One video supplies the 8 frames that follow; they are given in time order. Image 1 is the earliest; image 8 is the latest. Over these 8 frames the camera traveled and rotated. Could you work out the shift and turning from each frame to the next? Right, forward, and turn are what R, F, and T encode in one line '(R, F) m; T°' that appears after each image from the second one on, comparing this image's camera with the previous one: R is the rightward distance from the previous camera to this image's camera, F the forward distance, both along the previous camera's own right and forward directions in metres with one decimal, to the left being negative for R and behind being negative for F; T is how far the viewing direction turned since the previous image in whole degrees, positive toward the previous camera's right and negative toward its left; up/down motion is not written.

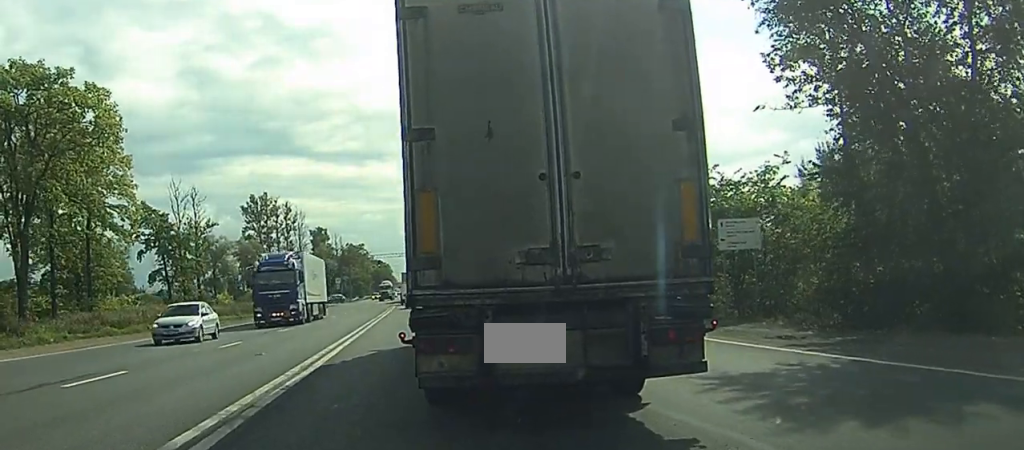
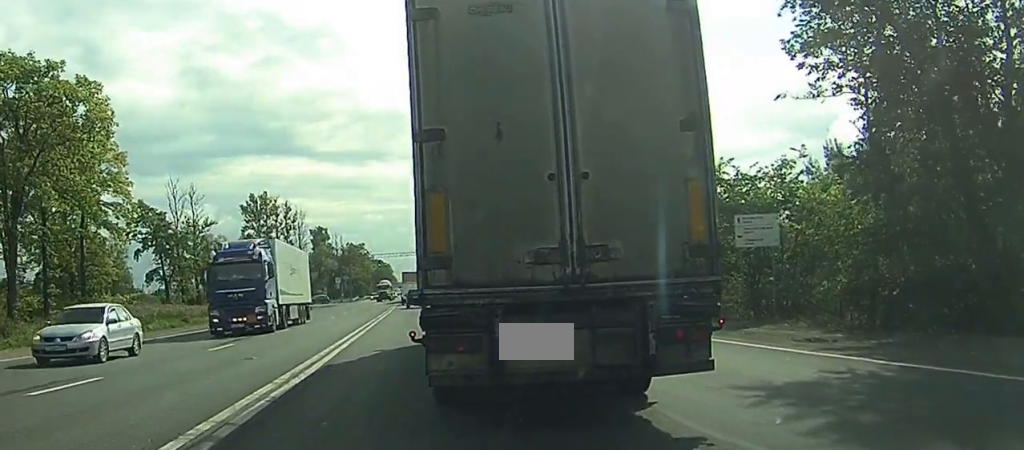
(0.0, +1.9) m; 0°
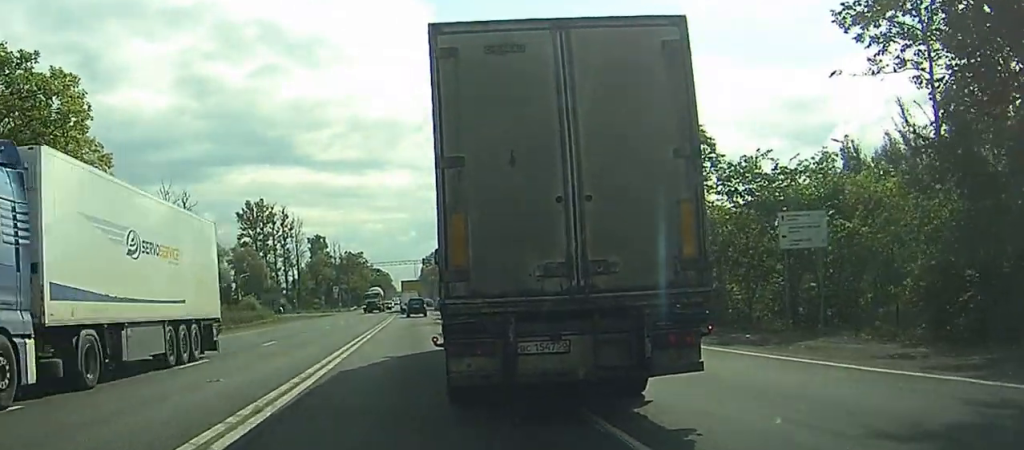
(0.0, +4.1) m; 0°
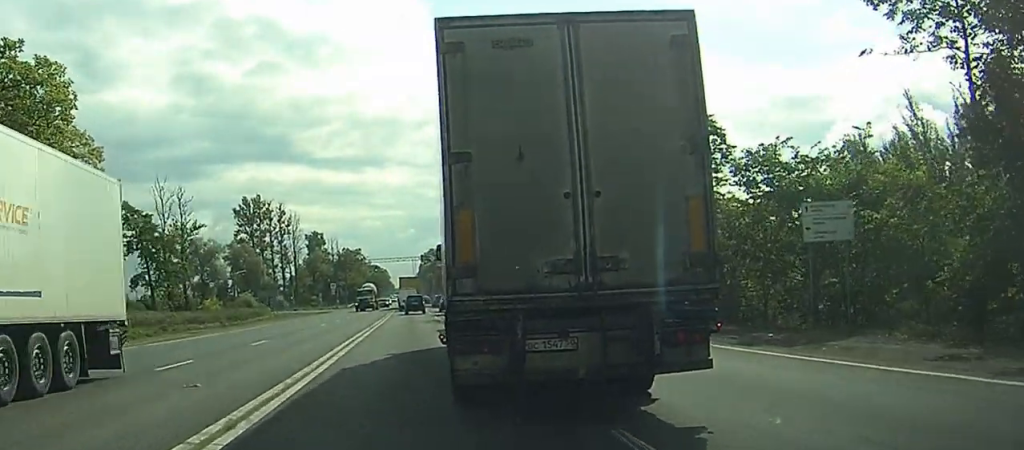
(0.0, +1.4) m; 0°
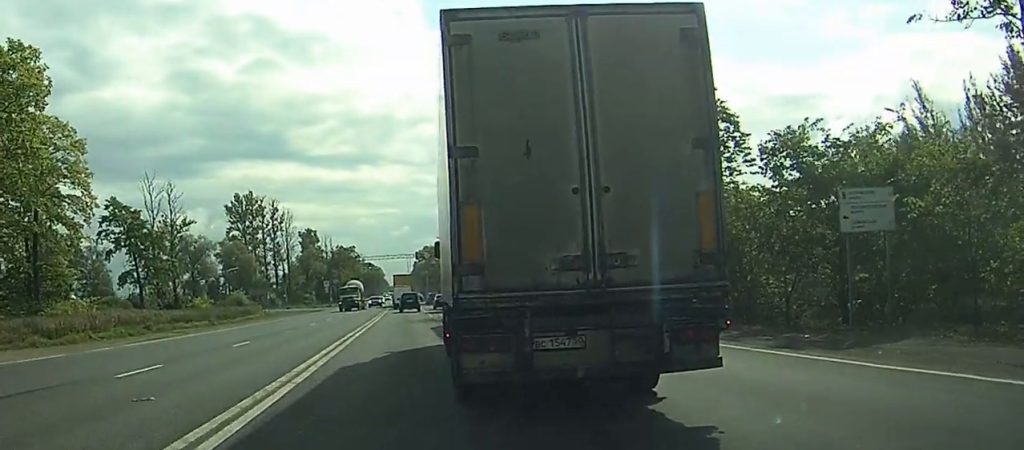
(0.0, +2.0) m; 0°
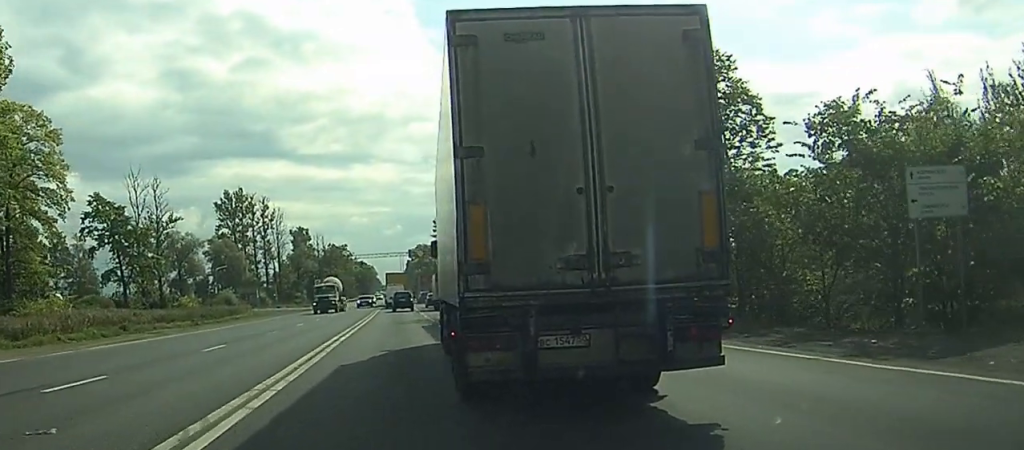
(0.0, +2.8) m; 0°
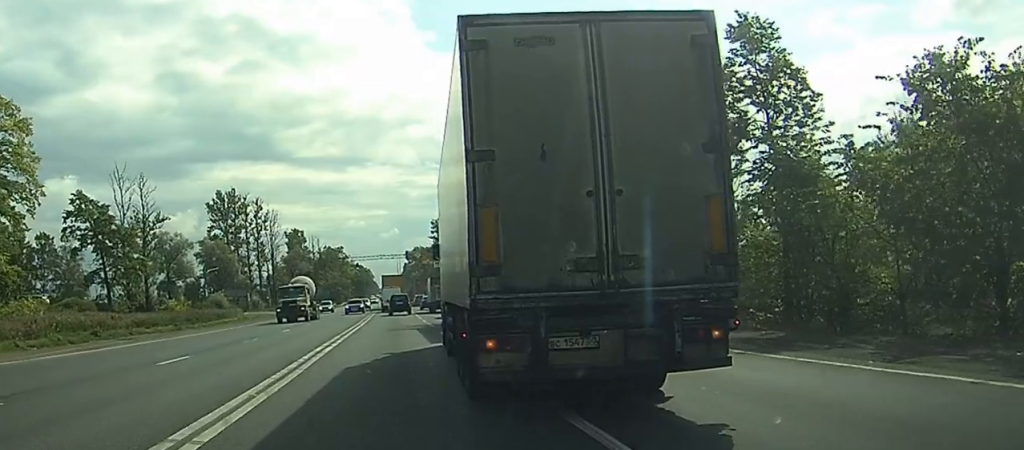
(0.0, +3.9) m; +1°
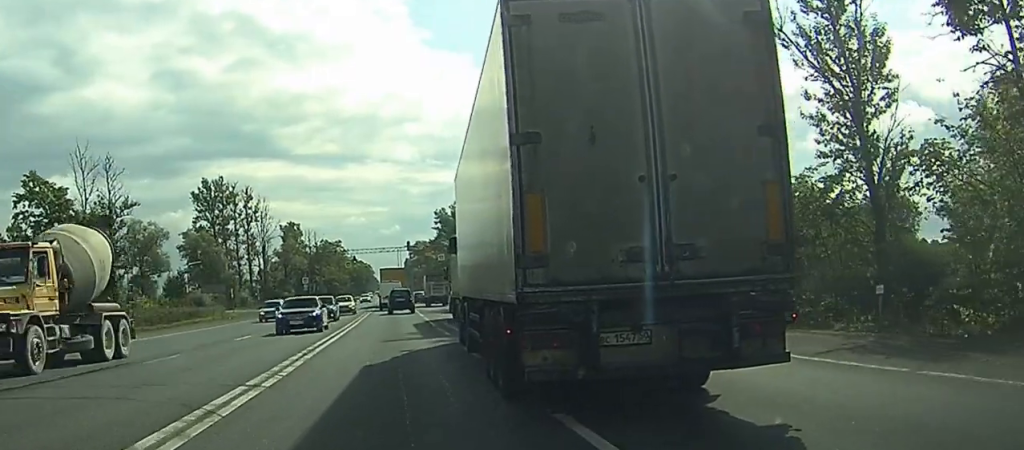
(+0.1, +11.3) m; 0°
